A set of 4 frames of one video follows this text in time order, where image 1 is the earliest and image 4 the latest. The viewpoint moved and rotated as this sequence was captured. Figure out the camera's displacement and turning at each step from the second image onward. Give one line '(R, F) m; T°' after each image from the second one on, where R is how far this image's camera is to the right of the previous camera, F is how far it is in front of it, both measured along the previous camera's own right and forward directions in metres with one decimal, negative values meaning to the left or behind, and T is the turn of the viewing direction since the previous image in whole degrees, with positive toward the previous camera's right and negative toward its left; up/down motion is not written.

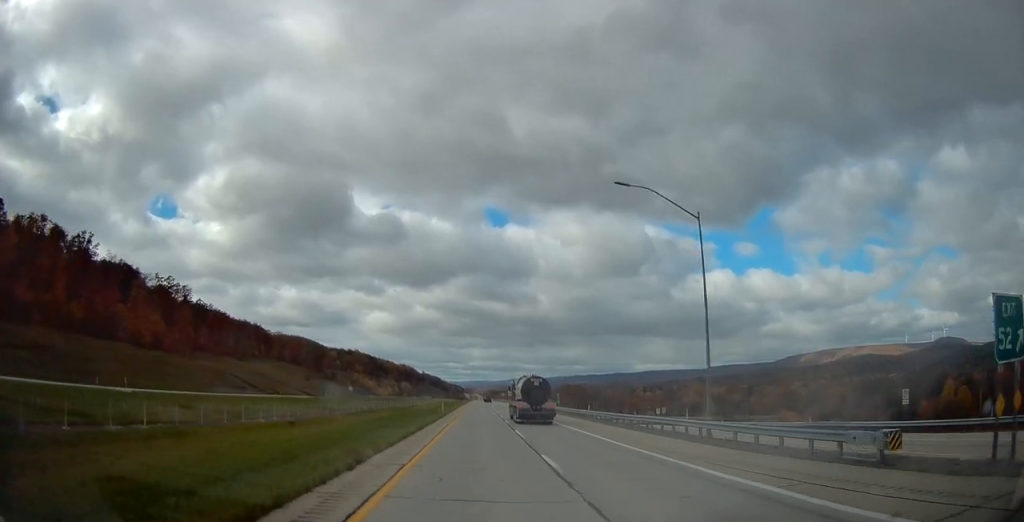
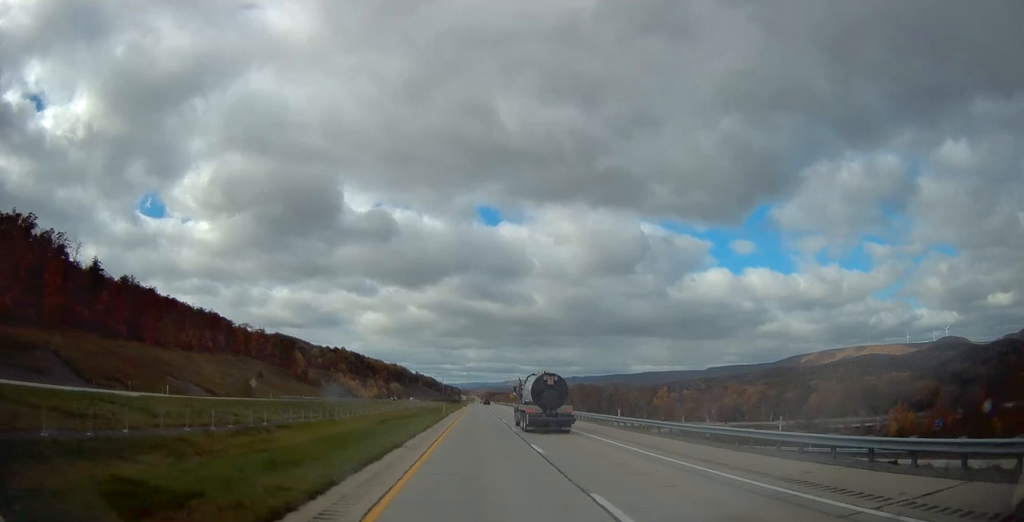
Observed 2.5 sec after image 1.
(0.0, +80.5) m; 0°
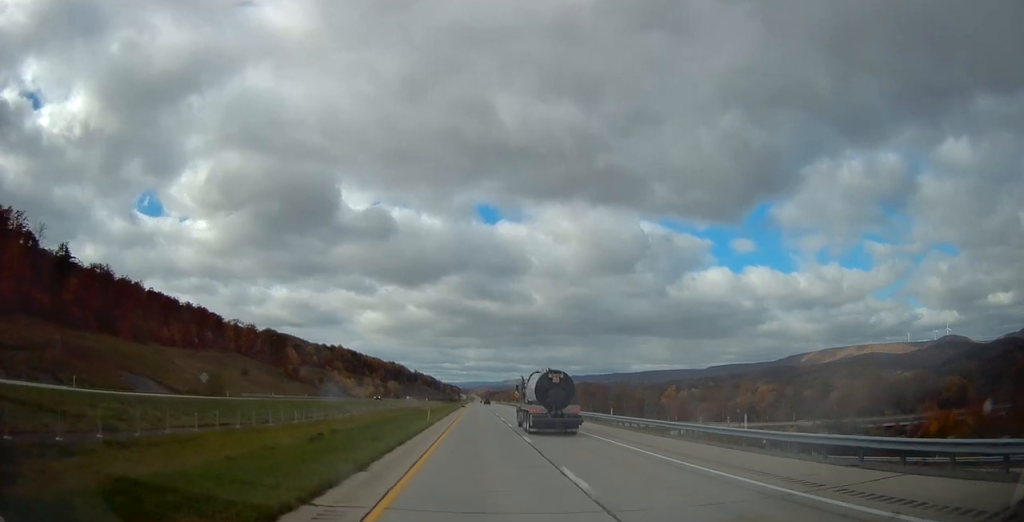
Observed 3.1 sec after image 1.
(0.0, +20.6) m; 0°
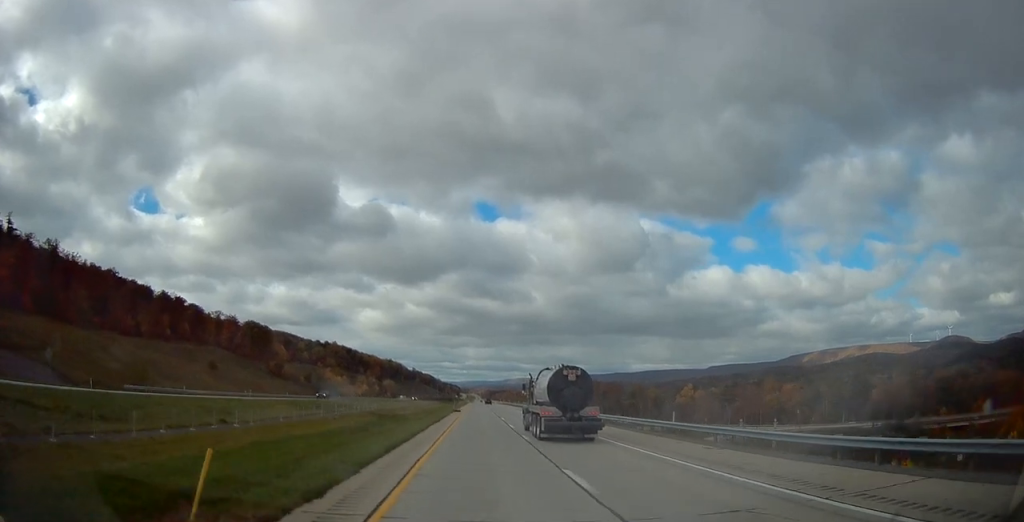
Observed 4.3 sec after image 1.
(0.0, +36.9) m; 0°
